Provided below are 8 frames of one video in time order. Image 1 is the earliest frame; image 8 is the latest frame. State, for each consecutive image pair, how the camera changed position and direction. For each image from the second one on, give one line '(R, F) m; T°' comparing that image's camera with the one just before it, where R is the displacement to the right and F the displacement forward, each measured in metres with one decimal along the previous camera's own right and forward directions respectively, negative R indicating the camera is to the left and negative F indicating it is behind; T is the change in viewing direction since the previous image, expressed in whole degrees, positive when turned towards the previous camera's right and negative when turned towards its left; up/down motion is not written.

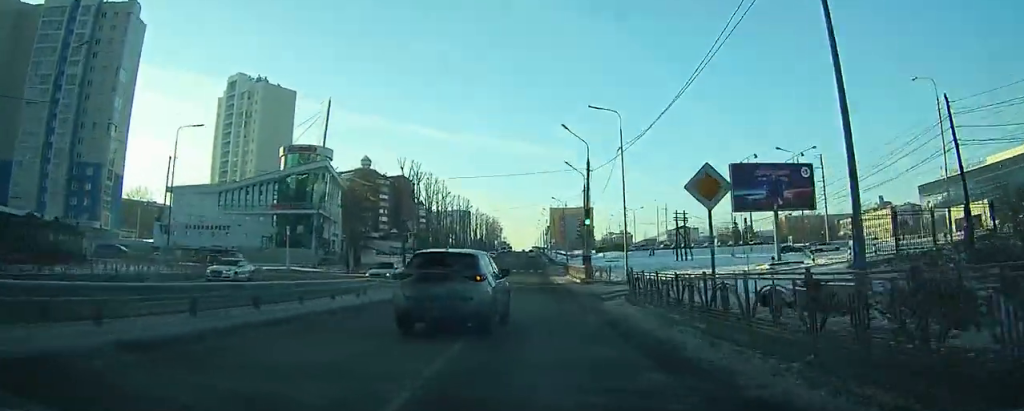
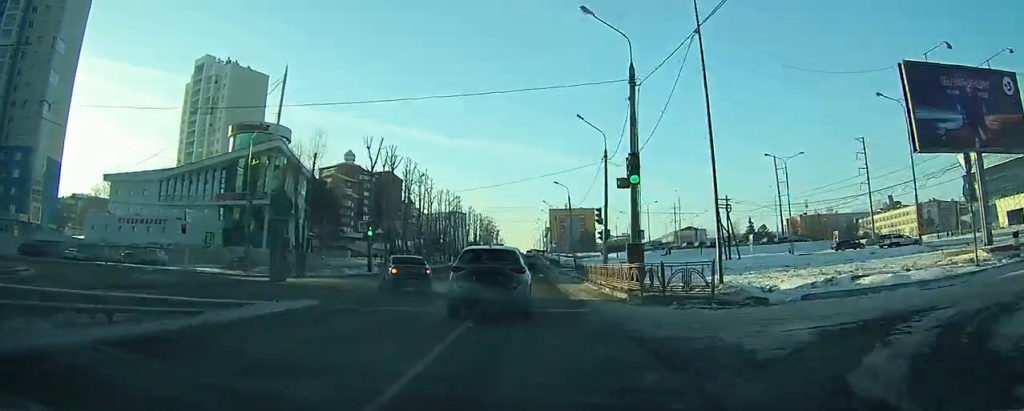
(0.0, +20.8) m; 0°
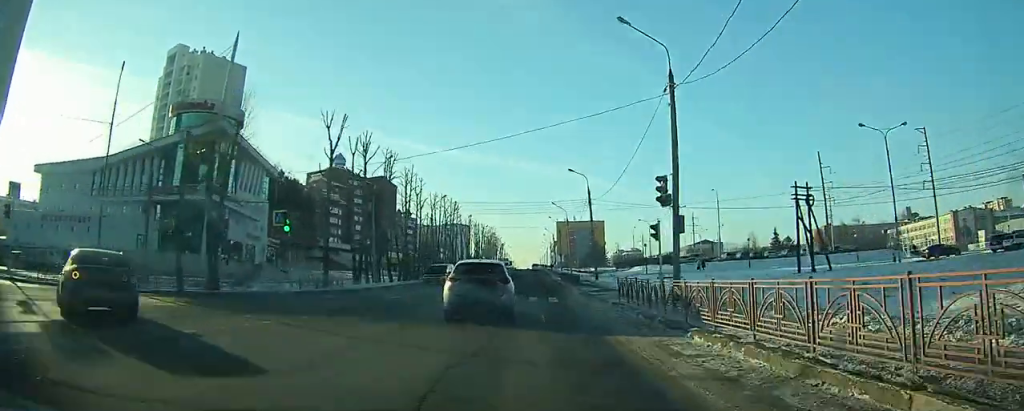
(0.0, +19.8) m; 0°
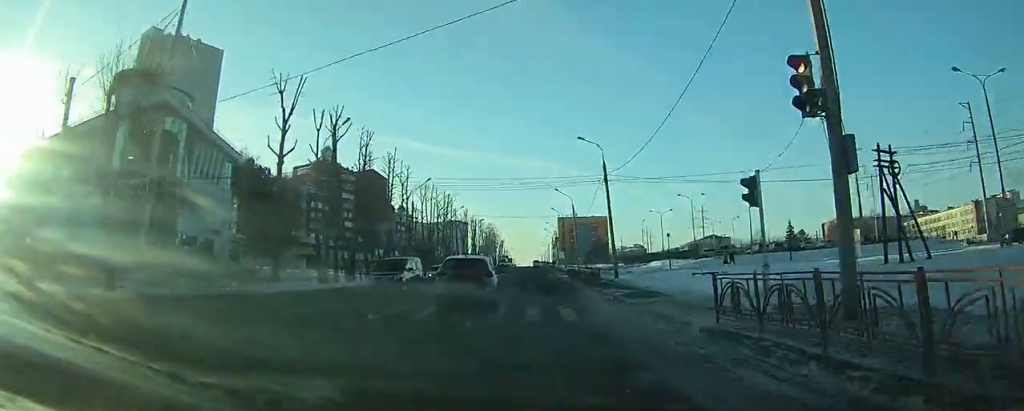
(+0.1, +12.7) m; 0°
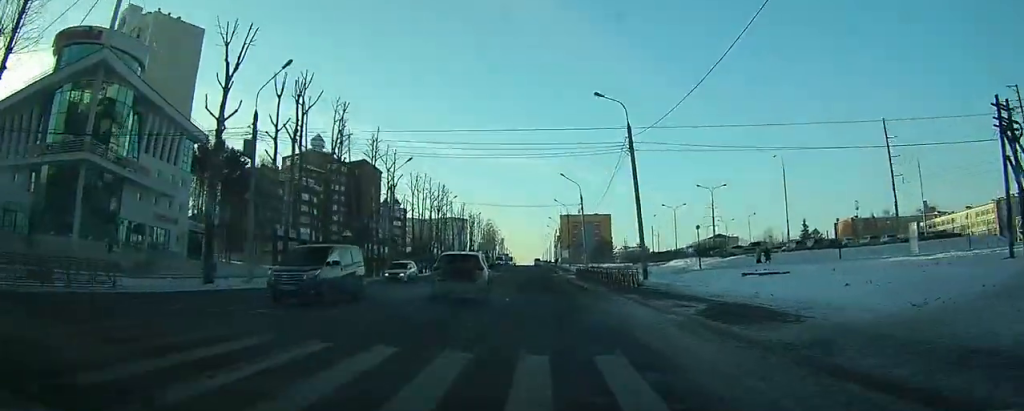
(-0.1, +10.9) m; 0°
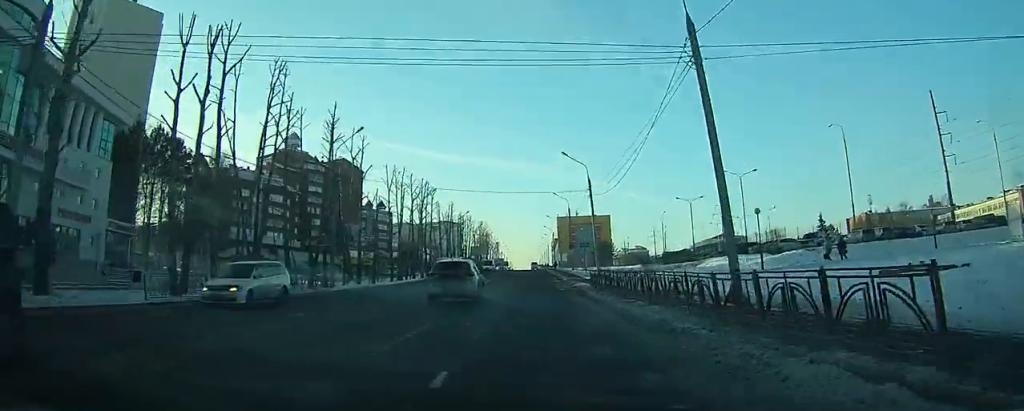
(-0.1, +14.9) m; 0°
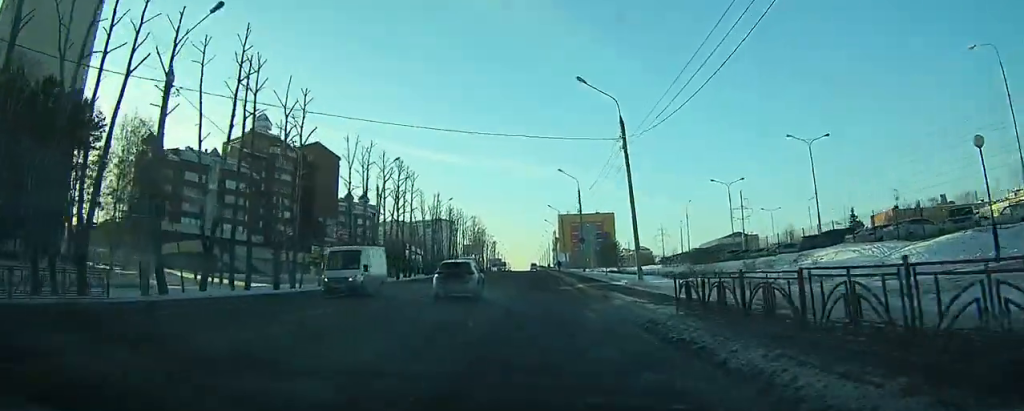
(0.0, +20.1) m; 0°
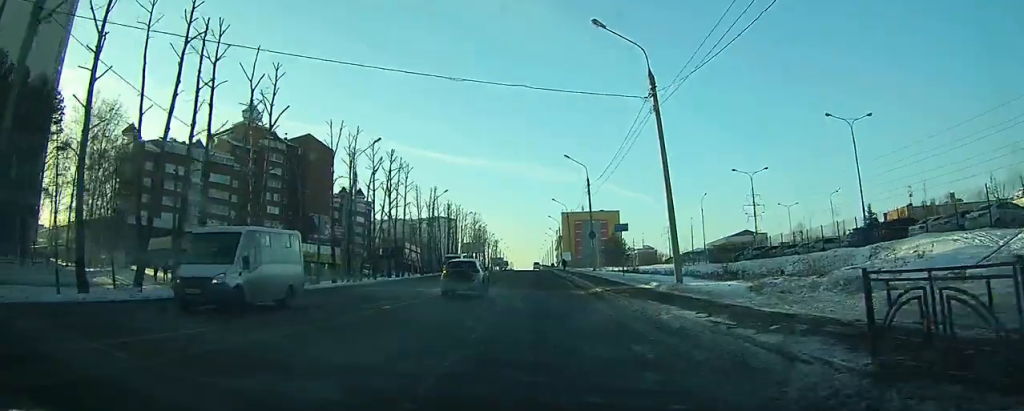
(0.0, +7.5) m; 0°
